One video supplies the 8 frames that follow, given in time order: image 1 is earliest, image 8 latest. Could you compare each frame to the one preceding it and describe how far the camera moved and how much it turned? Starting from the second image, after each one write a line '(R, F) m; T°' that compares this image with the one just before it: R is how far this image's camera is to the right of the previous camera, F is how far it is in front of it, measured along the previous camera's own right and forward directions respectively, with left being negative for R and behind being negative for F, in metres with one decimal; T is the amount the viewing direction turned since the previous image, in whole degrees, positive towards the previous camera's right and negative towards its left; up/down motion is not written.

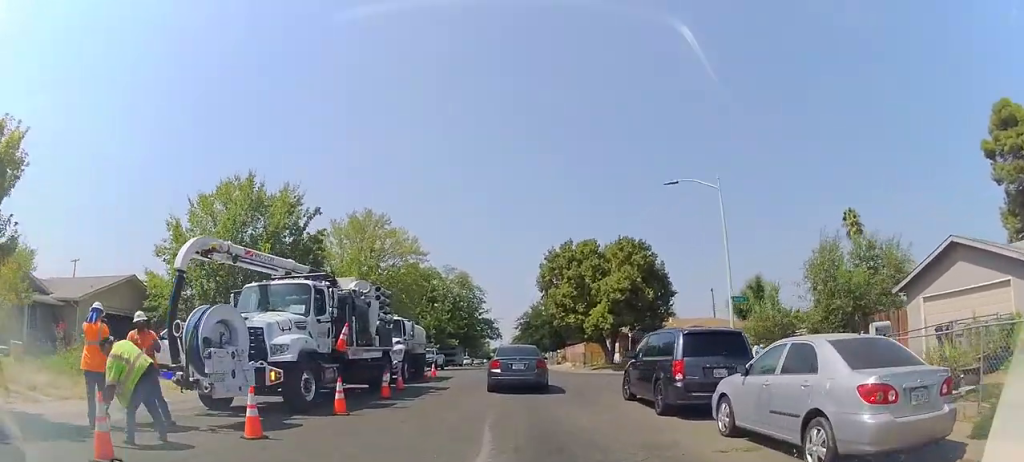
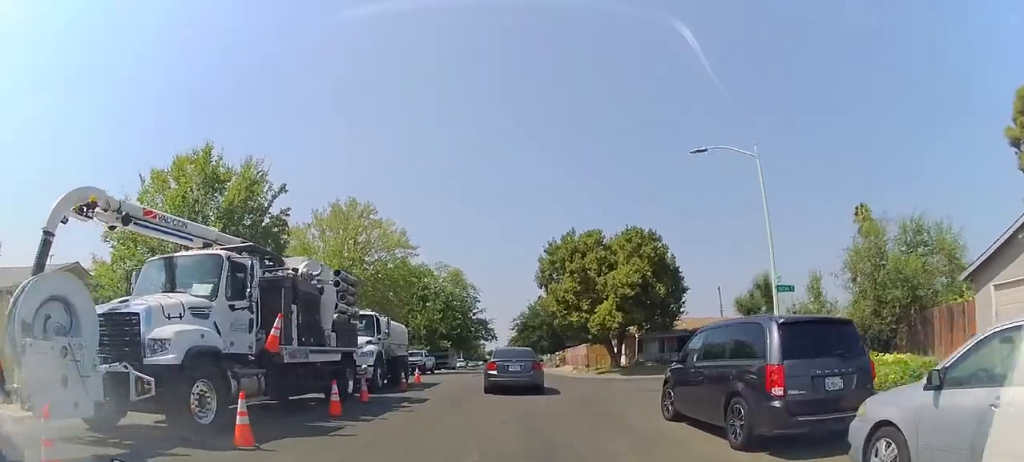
(-0.2, +4.0) m; -3°
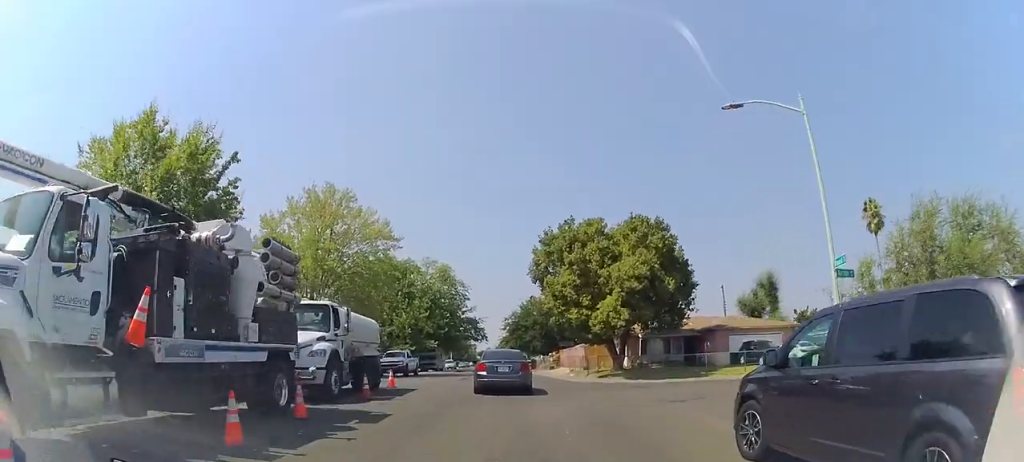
(0.0, +3.9) m; -2°
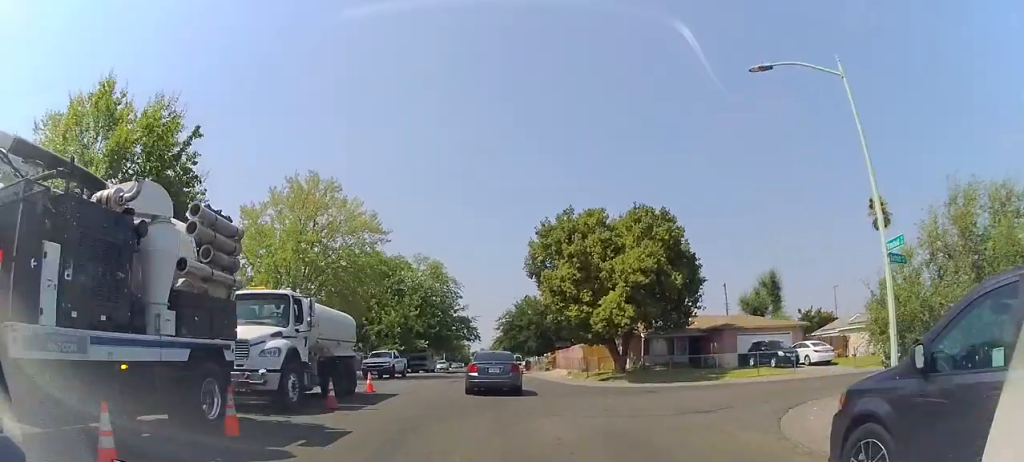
(0.0, +2.5) m; 0°
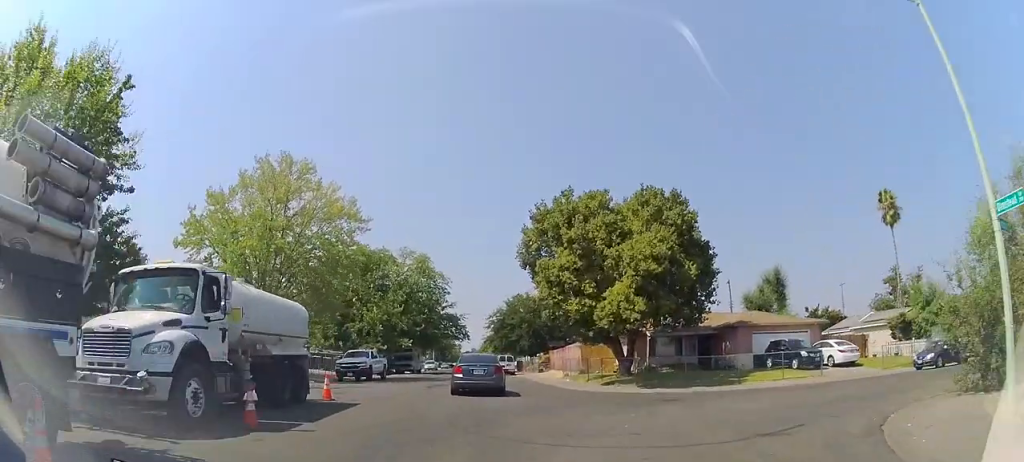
(-0.2, +3.7) m; +2°
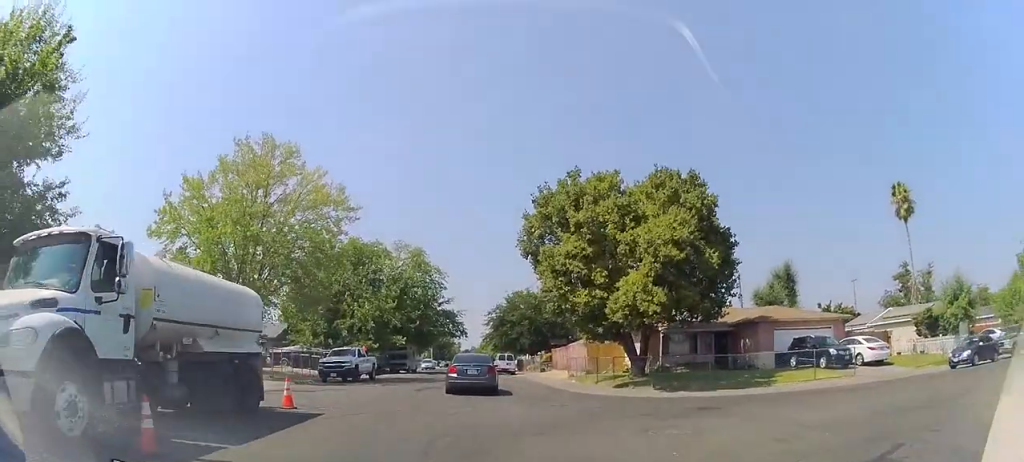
(+0.1, +2.9) m; +3°
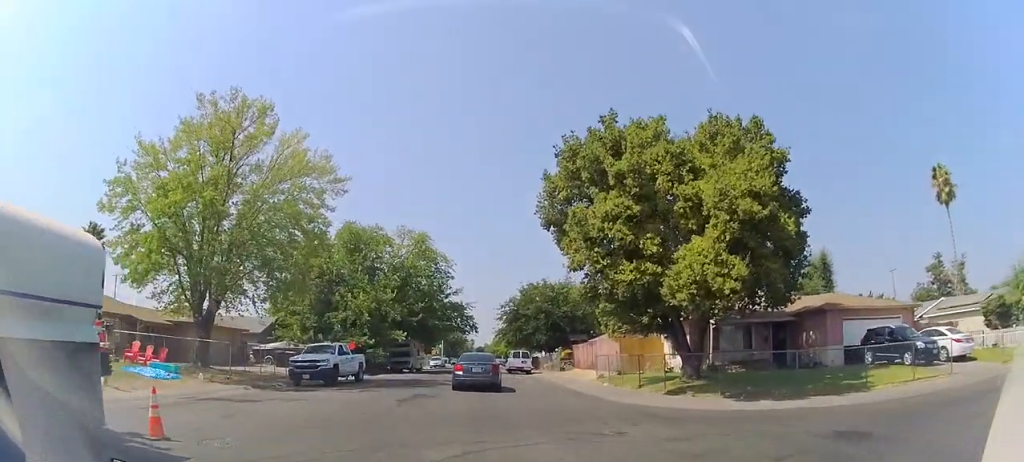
(+0.4, +5.8) m; +2°
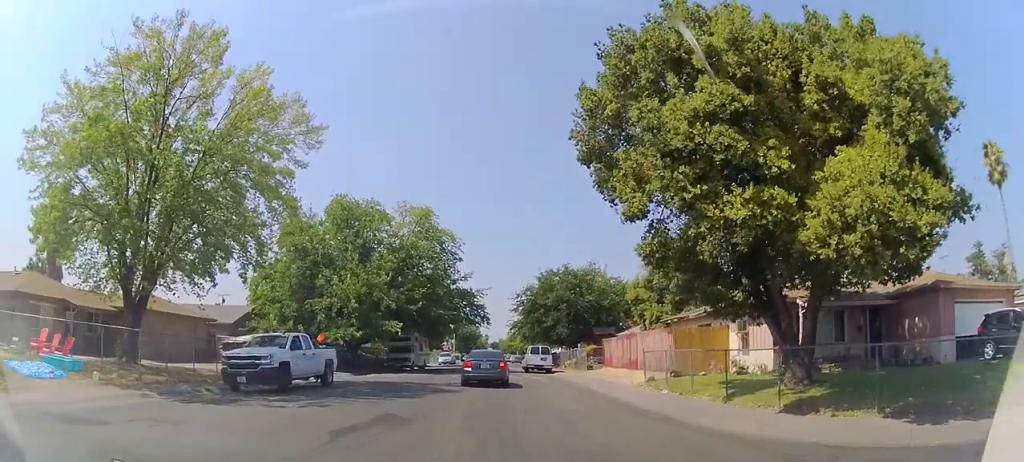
(-0.5, +6.9) m; -5°
